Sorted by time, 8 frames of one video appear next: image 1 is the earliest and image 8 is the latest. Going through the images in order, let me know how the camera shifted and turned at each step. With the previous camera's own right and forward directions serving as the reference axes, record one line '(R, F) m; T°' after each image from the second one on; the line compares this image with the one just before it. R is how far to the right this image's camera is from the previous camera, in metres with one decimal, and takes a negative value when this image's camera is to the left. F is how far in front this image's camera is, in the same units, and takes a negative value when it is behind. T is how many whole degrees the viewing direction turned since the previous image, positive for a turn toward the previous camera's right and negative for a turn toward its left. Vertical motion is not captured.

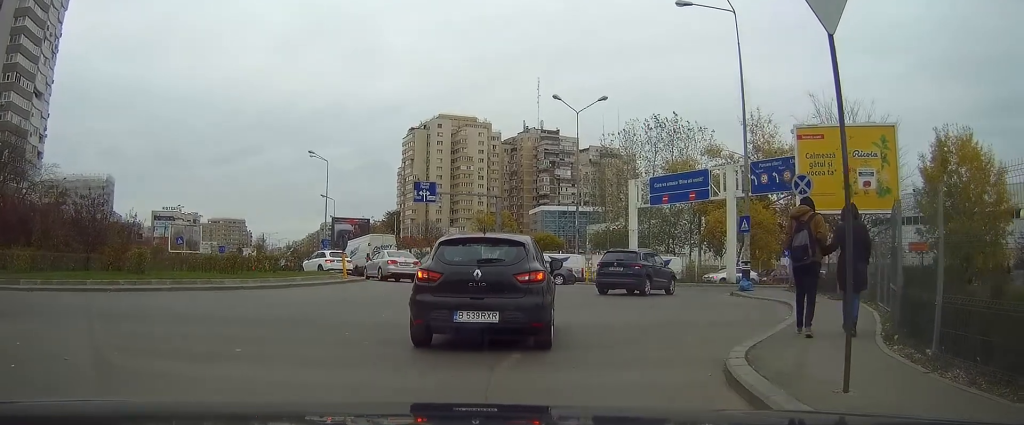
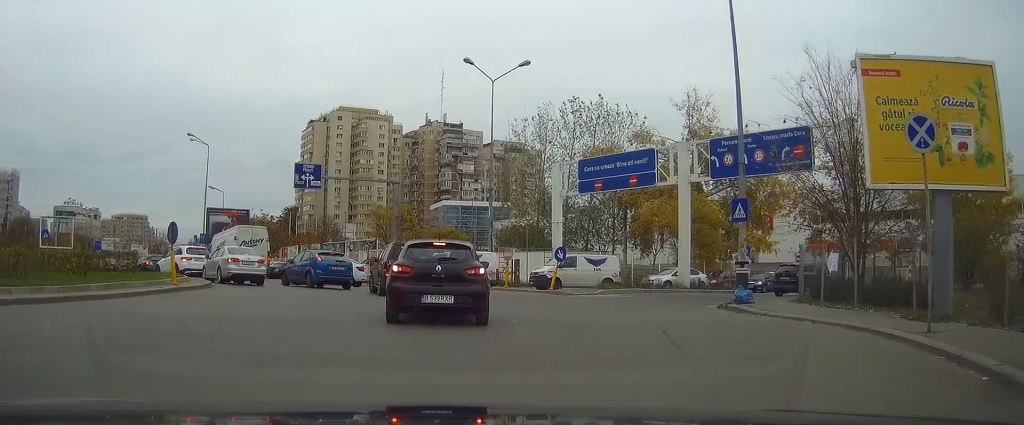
(+0.5, +8.1) m; +8°
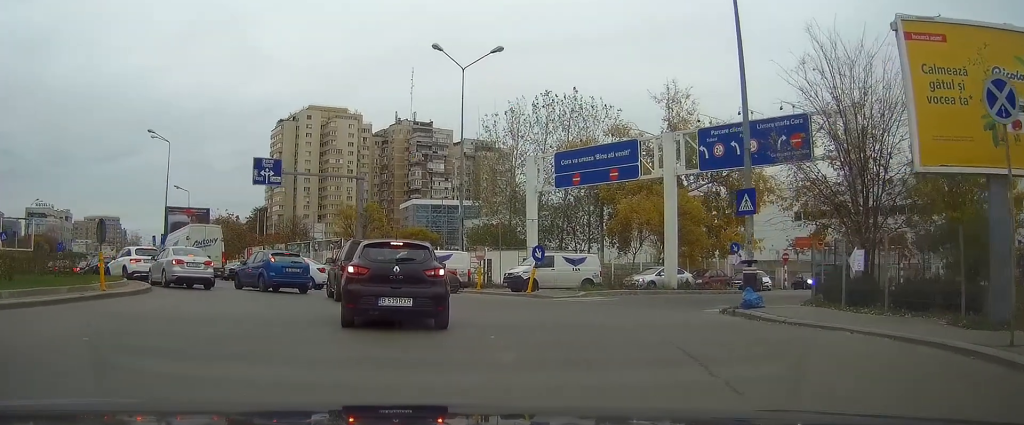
(0.0, +2.2) m; +2°
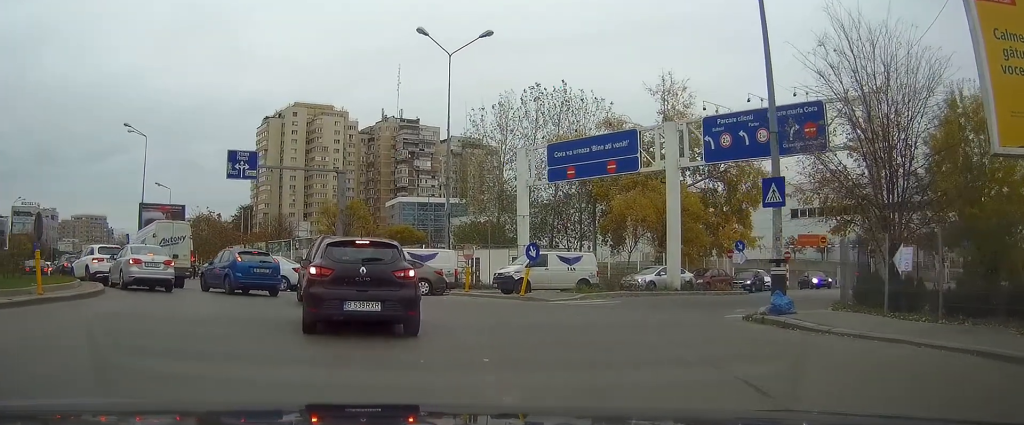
(+0.1, +2.2) m; +1°
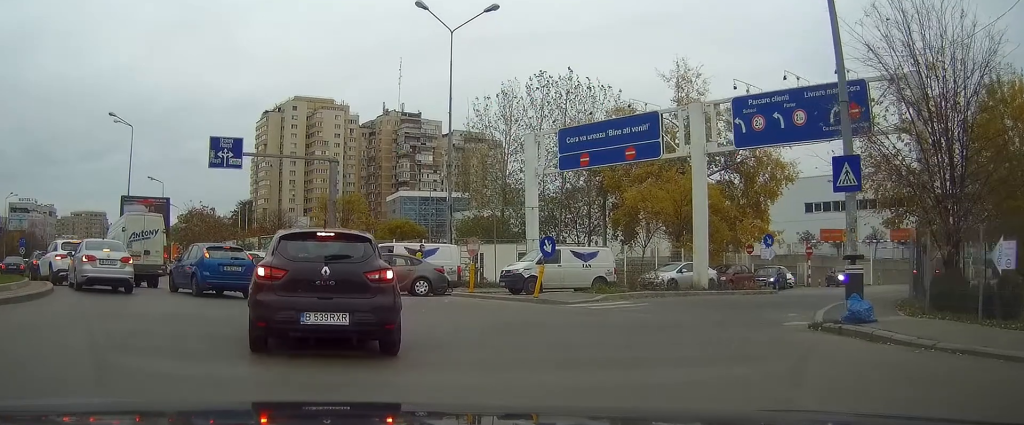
(0.0, +3.1) m; -1°
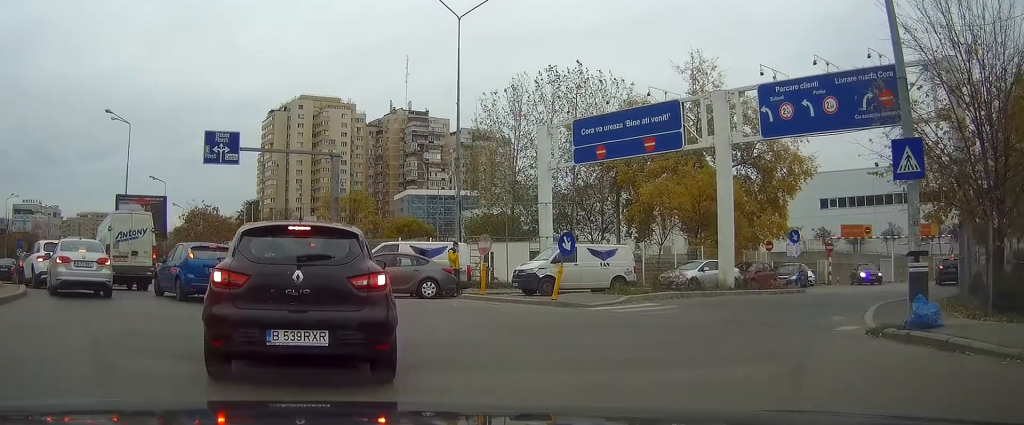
(0.0, +1.6) m; -1°
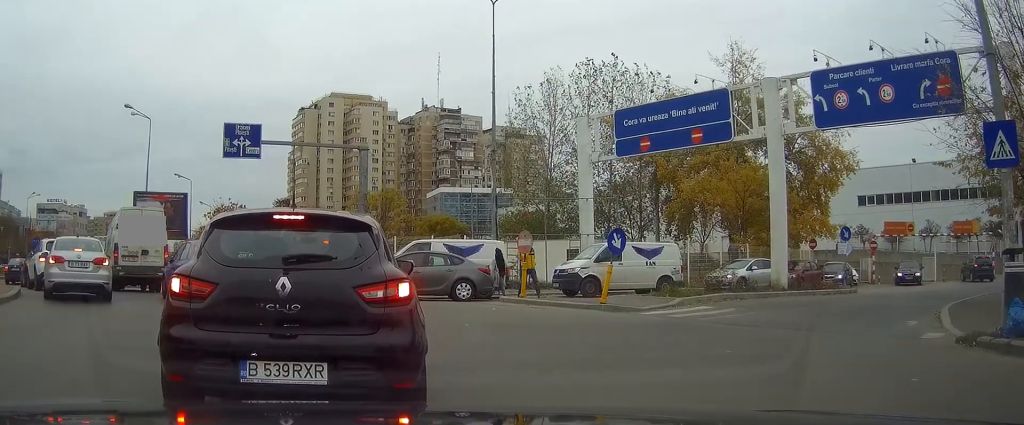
(0.0, +1.8) m; 0°
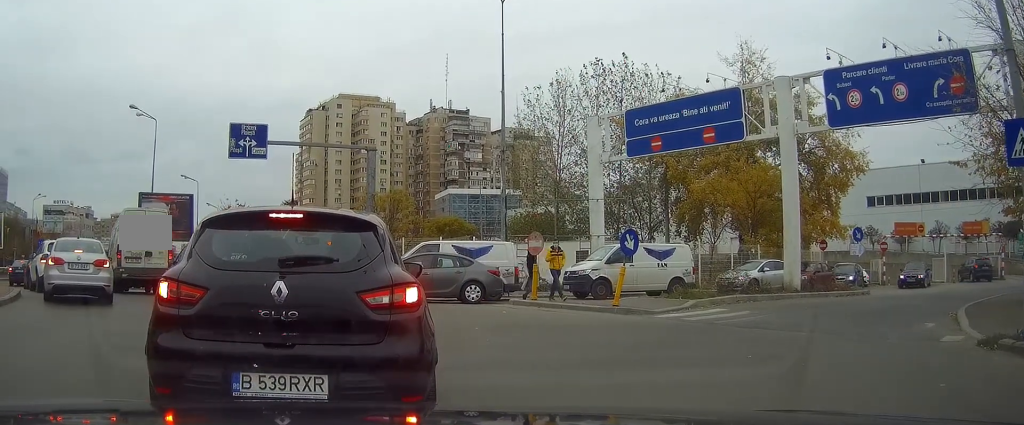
(0.0, +0.7) m; 0°
